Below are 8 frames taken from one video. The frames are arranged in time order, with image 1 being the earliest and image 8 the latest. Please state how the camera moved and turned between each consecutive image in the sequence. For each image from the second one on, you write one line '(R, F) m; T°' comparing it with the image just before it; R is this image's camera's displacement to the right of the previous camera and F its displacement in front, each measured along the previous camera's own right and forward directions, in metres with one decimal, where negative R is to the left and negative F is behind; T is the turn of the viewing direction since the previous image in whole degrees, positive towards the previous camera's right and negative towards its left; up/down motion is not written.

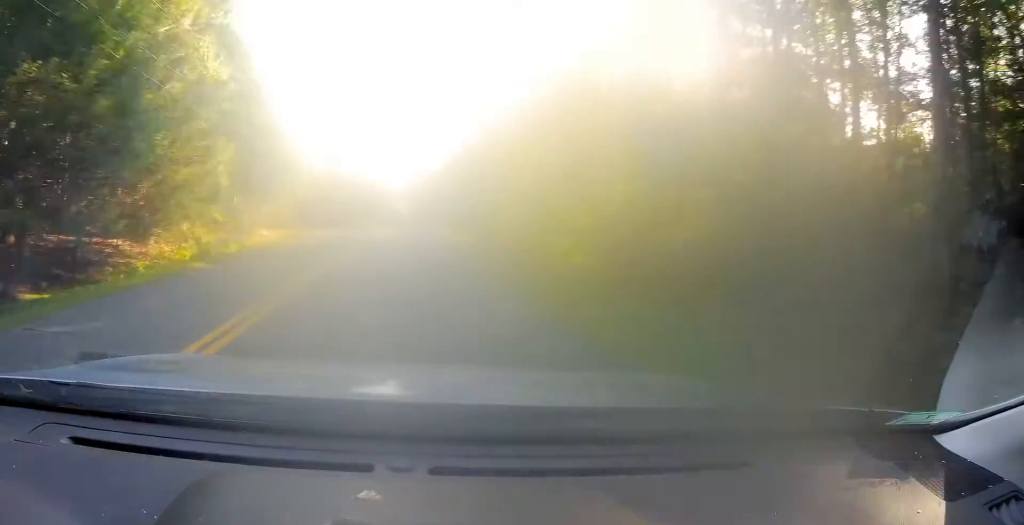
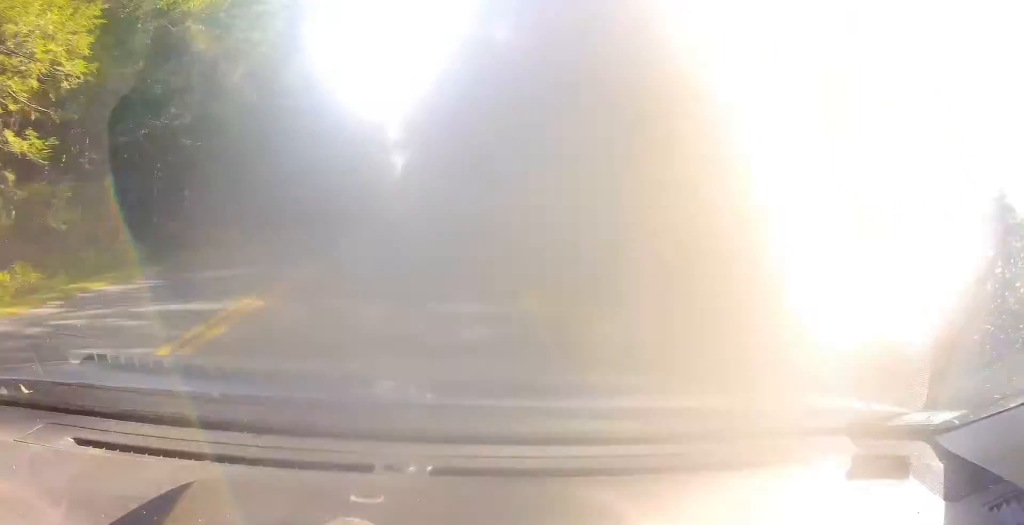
(-0.4, +33.3) m; -1°
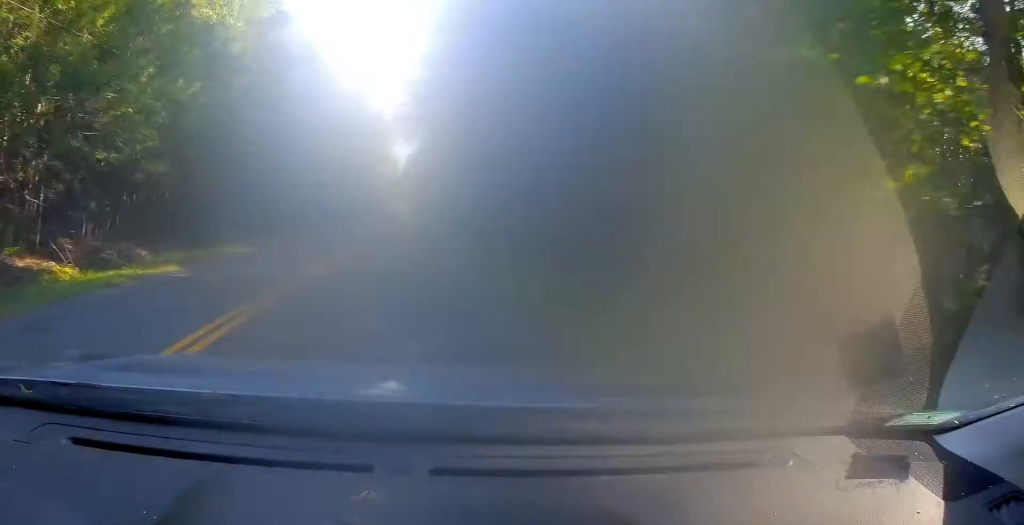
(0.0, +17.3) m; +1°
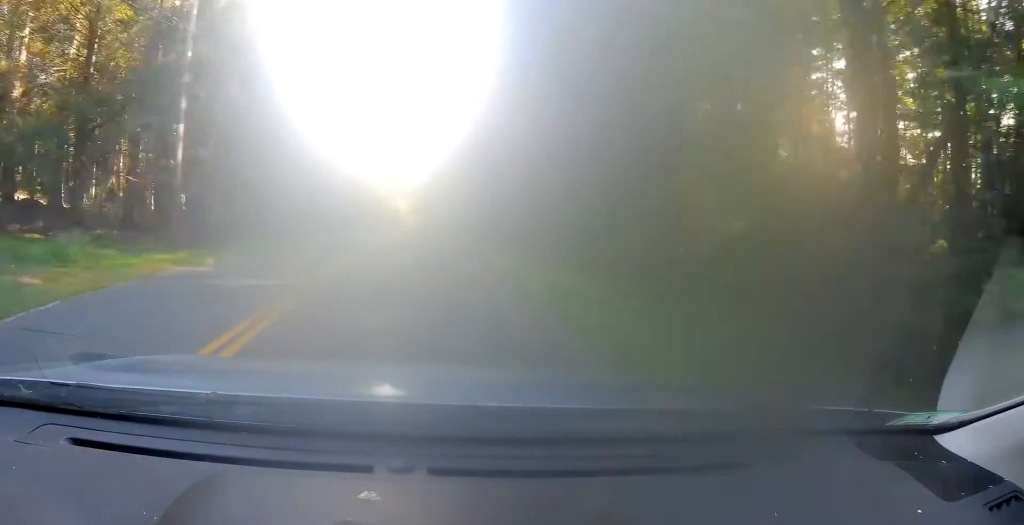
(+0.6, +36.7) m; +1°
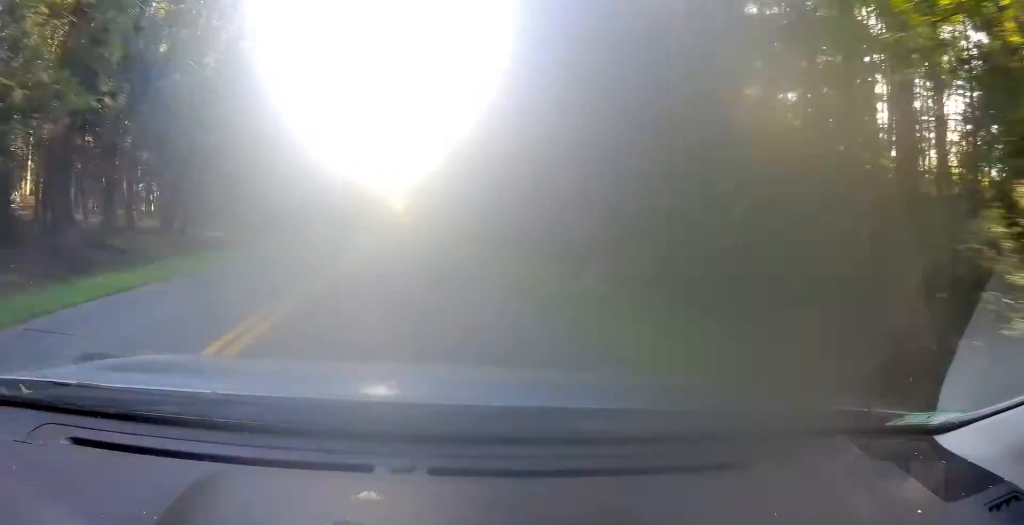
(+0.1, +10.8) m; -1°
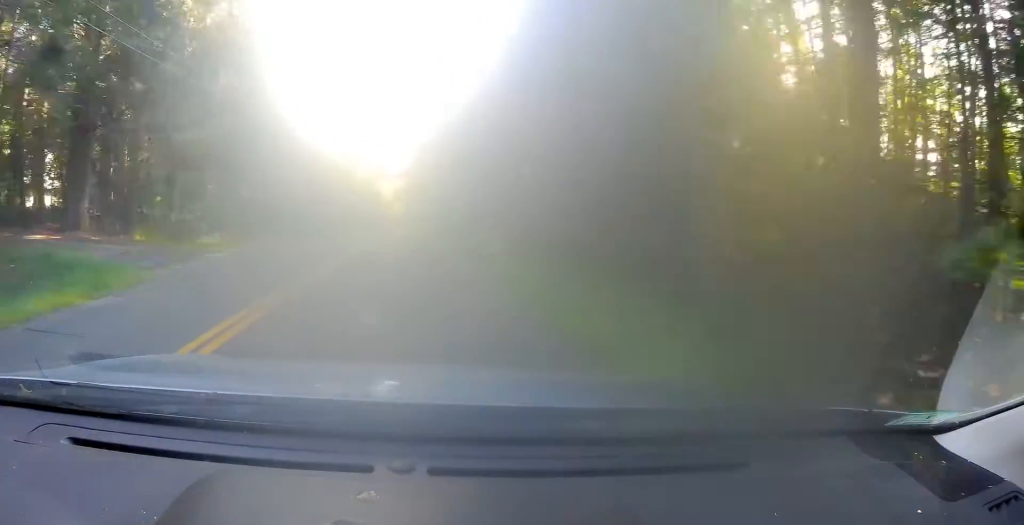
(-0.3, +36.5) m; 0°
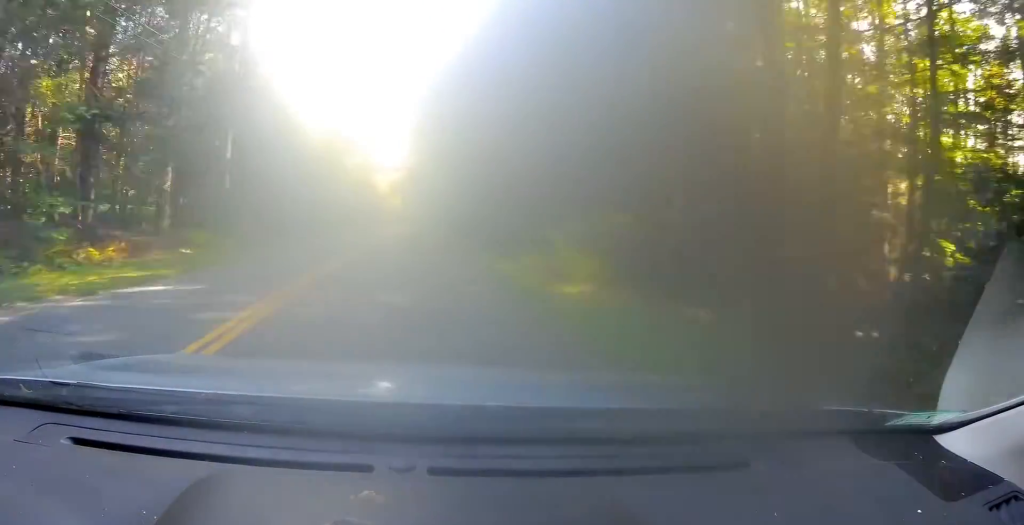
(+0.1, +10.9) m; 0°
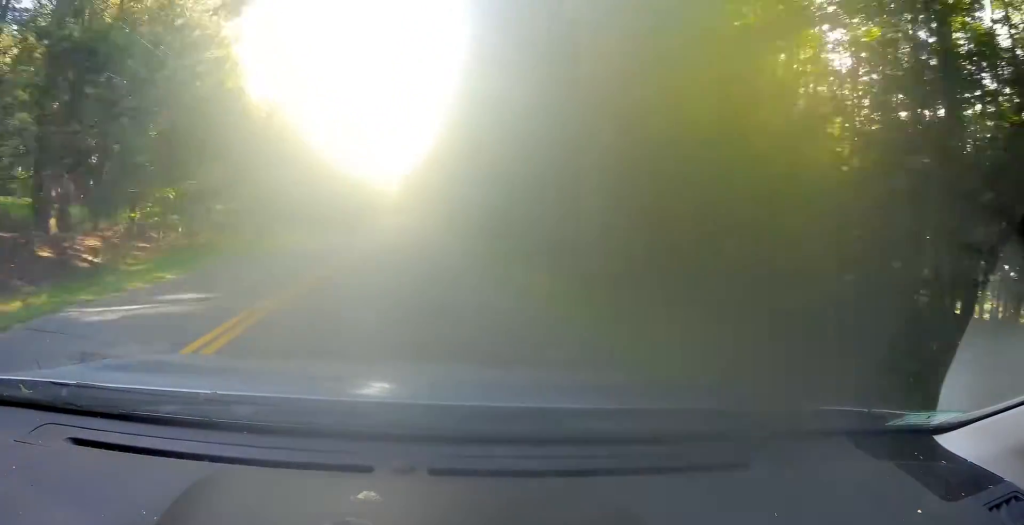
(-0.2, +21.8) m; -1°
